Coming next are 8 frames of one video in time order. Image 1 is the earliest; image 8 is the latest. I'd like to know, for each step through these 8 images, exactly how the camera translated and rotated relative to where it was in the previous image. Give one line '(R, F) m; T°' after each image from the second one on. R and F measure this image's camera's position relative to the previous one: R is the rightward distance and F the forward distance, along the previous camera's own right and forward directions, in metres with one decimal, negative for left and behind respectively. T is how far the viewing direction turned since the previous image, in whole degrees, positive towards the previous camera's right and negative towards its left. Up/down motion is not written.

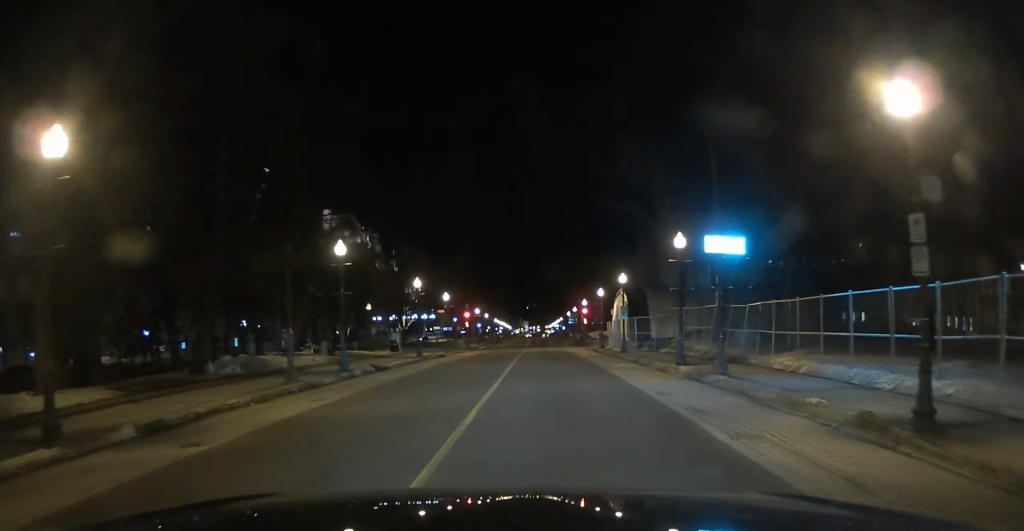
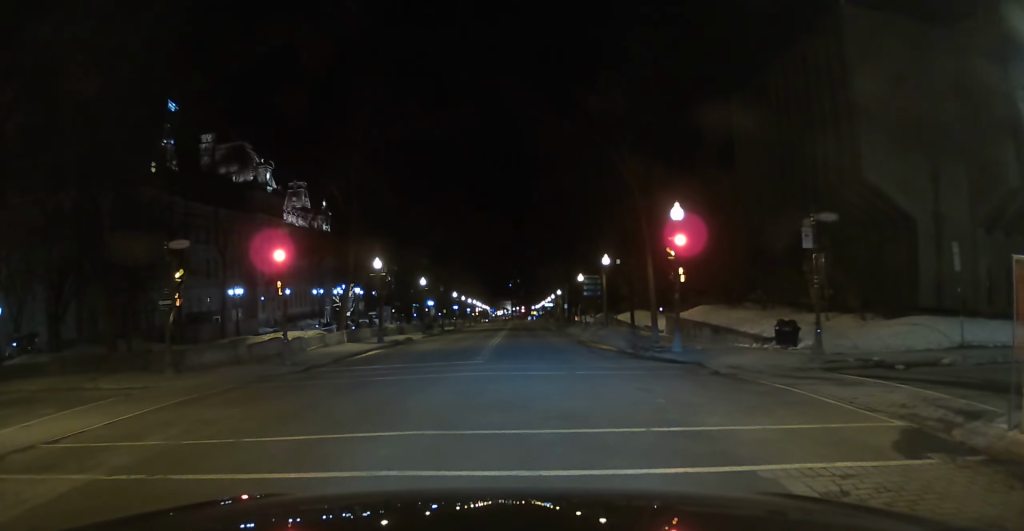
(-2.2, +50.0) m; -2°
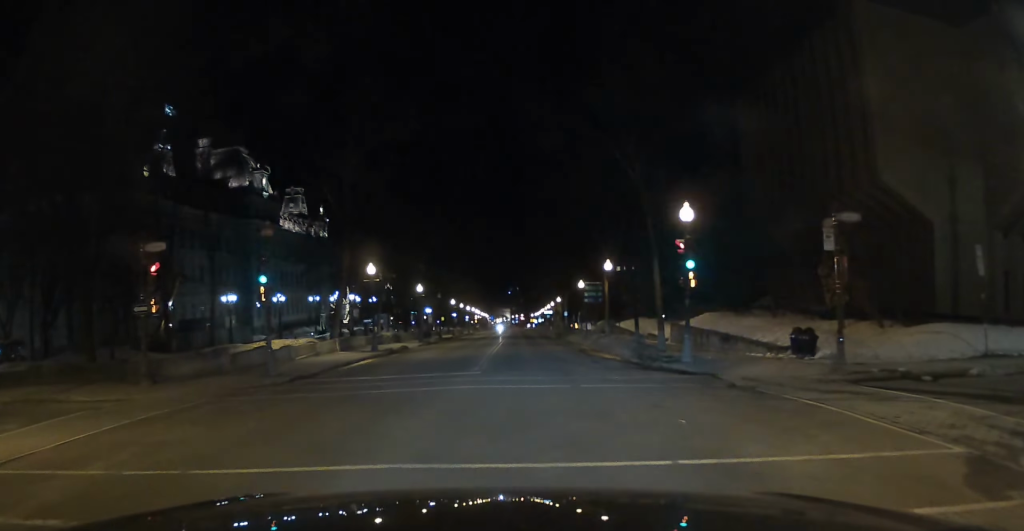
(0.0, +14.3) m; 0°
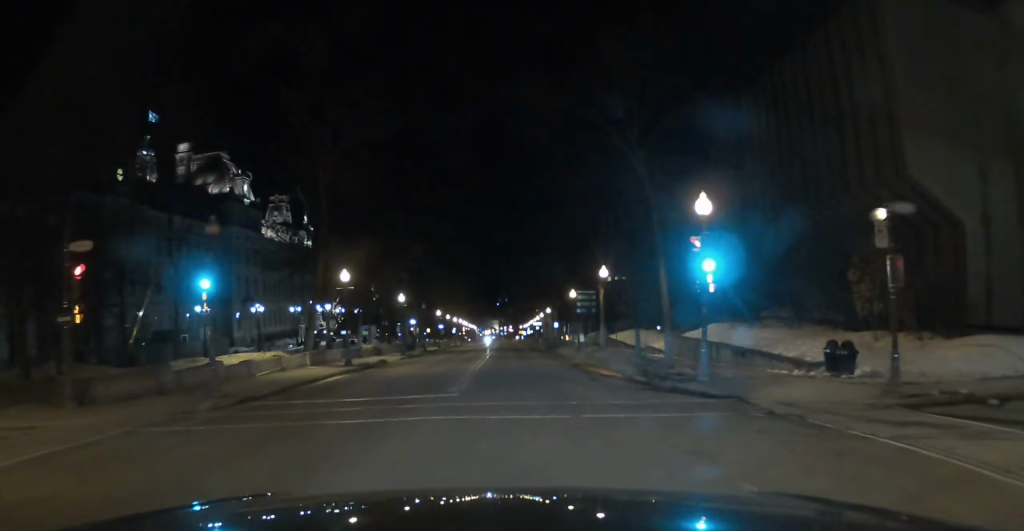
(0.0, +5.6) m; 0°
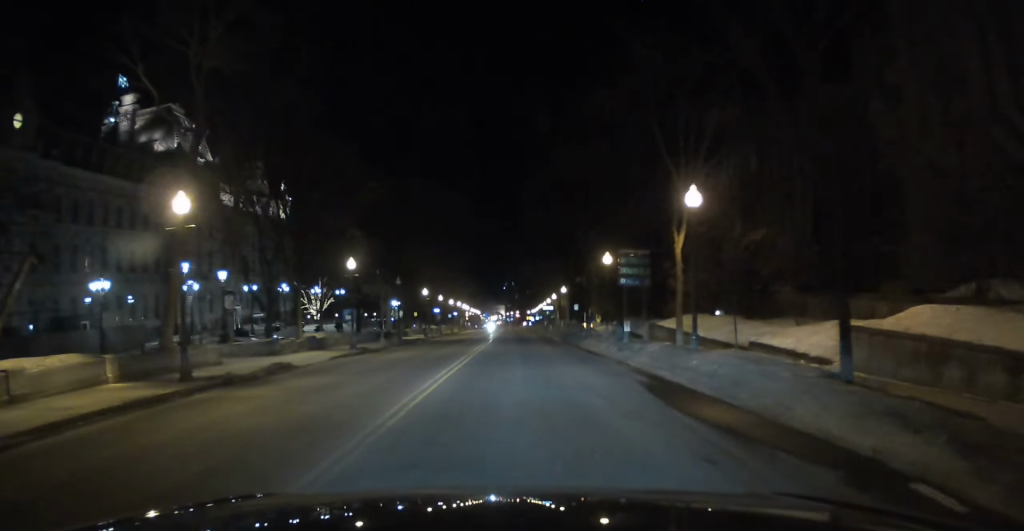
(+0.1, +18.6) m; 0°
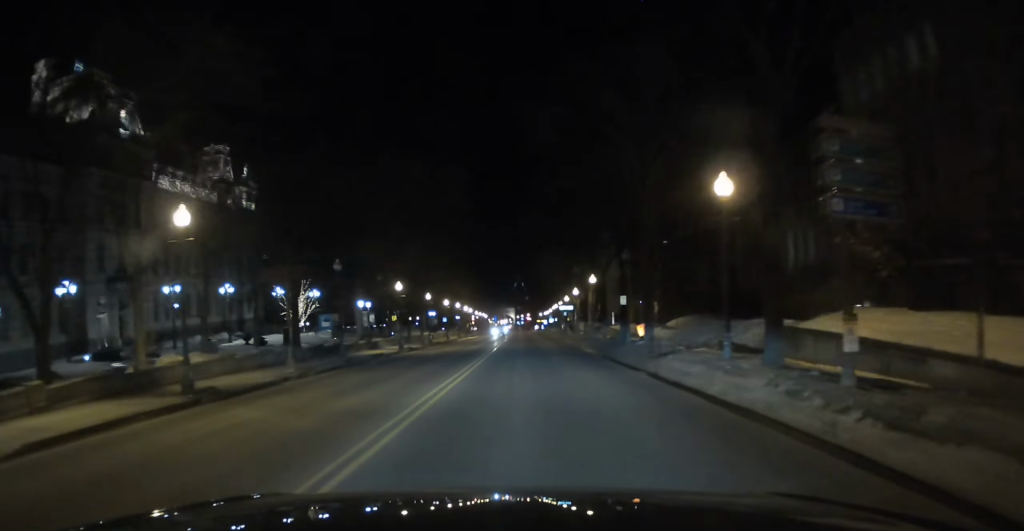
(-0.1, +17.8) m; 0°
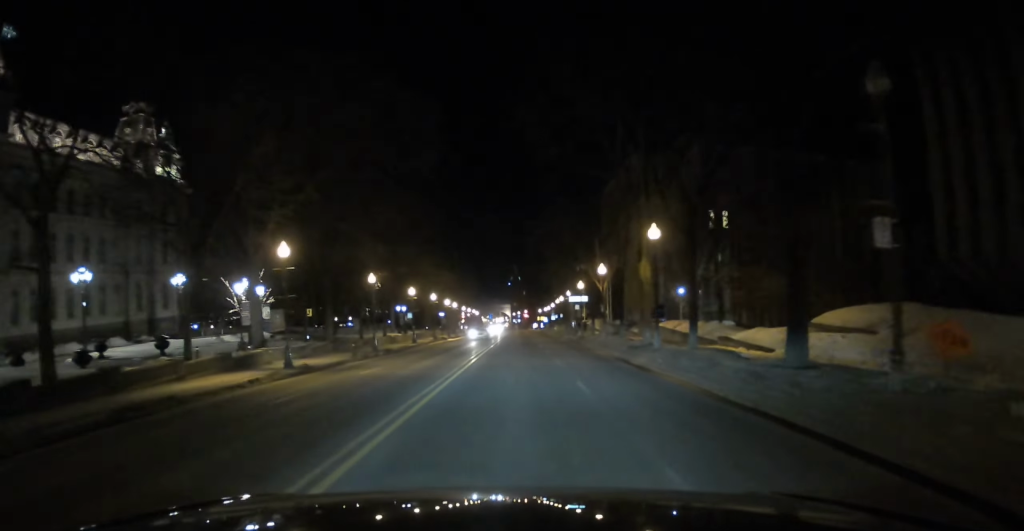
(-0.1, +20.8) m; 0°
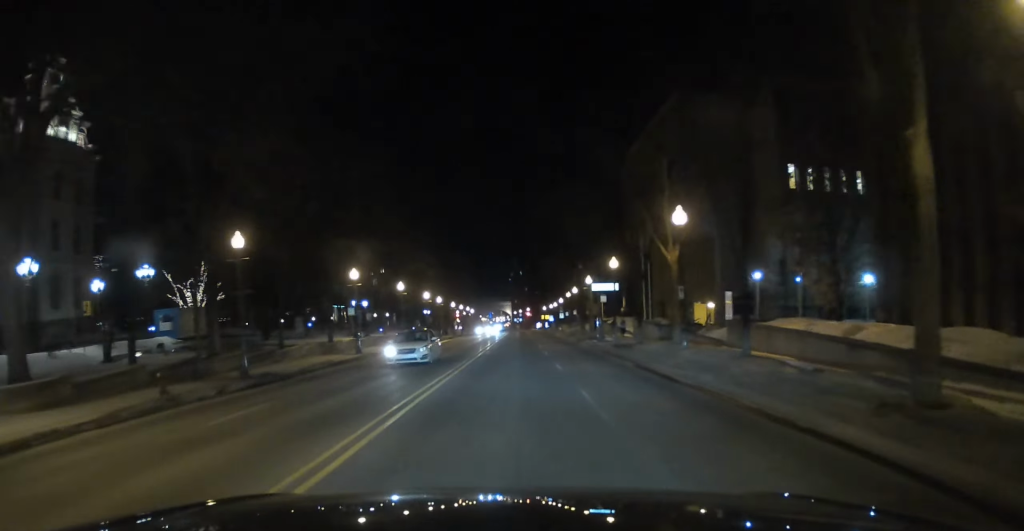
(0.0, +19.9) m; 0°
